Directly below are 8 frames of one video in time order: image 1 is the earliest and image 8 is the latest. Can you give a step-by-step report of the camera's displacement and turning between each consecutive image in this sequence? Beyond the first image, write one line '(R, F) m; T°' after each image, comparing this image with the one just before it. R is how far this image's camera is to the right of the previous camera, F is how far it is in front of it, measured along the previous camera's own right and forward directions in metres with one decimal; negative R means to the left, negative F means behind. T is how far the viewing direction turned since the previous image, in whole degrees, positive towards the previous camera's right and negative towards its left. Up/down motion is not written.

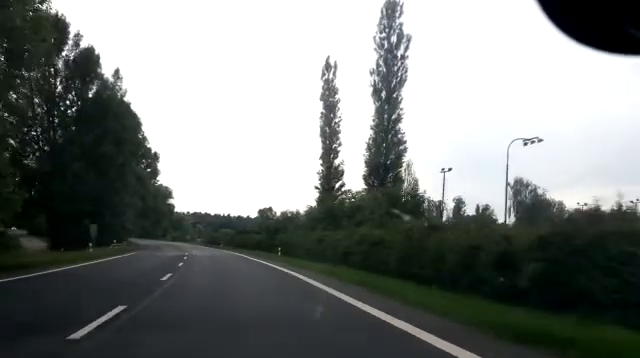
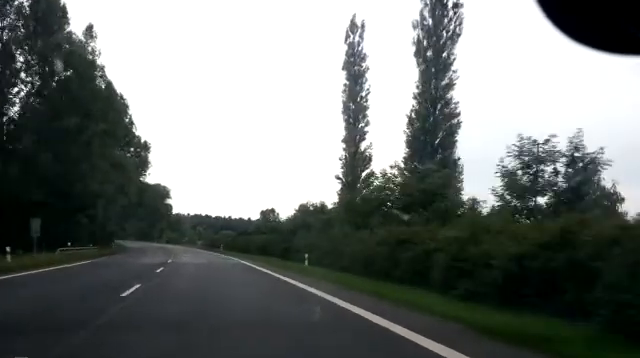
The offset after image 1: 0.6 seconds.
(-0.4, +13.0) m; -2°
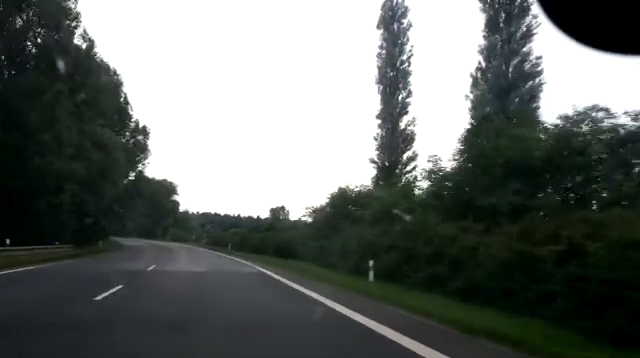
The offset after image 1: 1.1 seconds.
(-0.1, +10.2) m; -2°
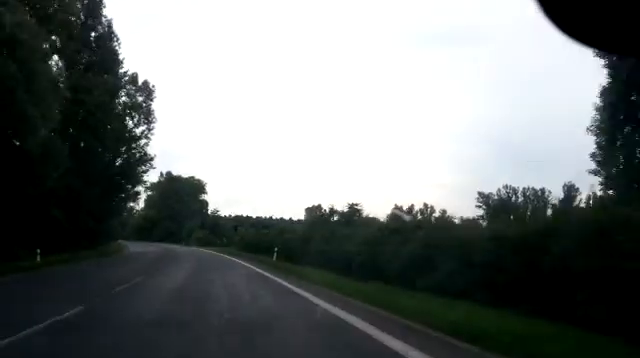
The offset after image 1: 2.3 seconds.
(-0.6, +24.3) m; -3°
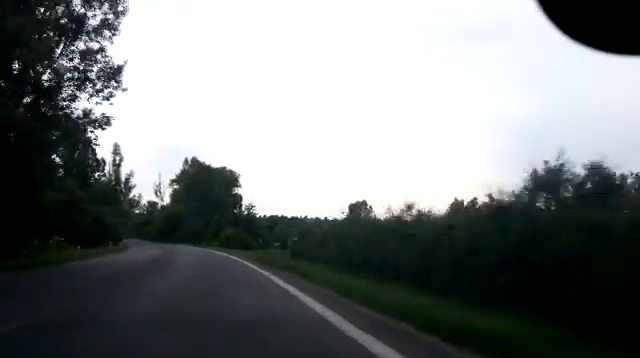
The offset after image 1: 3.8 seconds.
(-1.3, +29.4) m; -5°
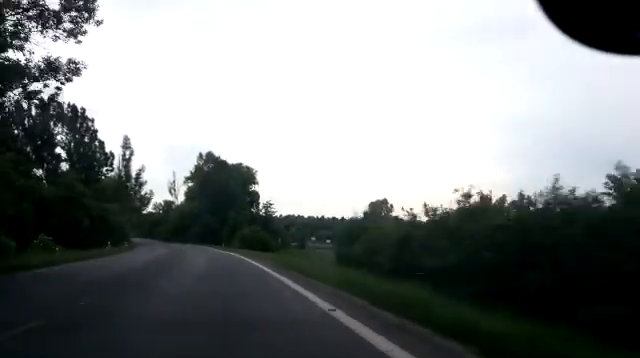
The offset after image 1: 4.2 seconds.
(-0.1, +8.6) m; -1°
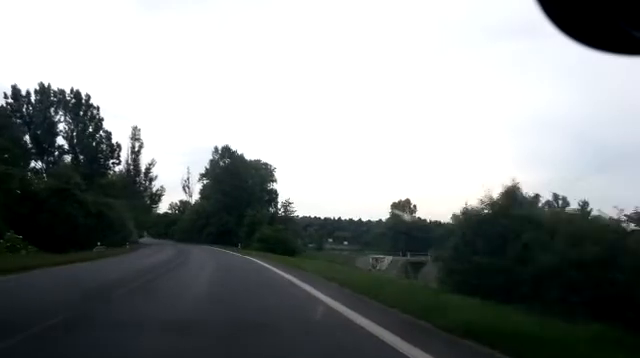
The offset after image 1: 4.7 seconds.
(-0.2, +10.0) m; -1°
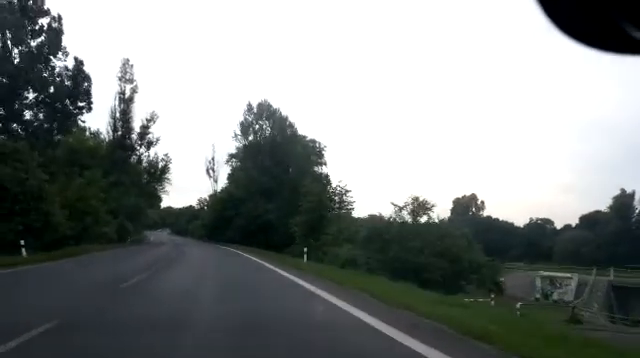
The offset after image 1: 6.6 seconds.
(-0.7, +36.5) m; -2°
